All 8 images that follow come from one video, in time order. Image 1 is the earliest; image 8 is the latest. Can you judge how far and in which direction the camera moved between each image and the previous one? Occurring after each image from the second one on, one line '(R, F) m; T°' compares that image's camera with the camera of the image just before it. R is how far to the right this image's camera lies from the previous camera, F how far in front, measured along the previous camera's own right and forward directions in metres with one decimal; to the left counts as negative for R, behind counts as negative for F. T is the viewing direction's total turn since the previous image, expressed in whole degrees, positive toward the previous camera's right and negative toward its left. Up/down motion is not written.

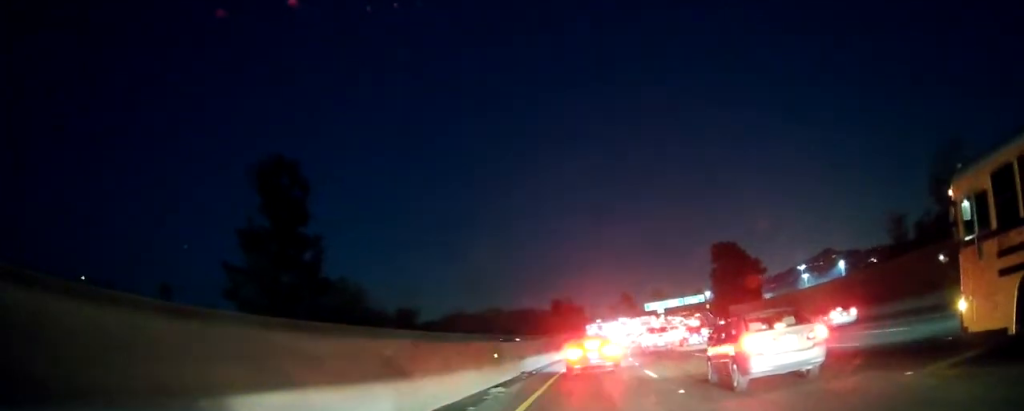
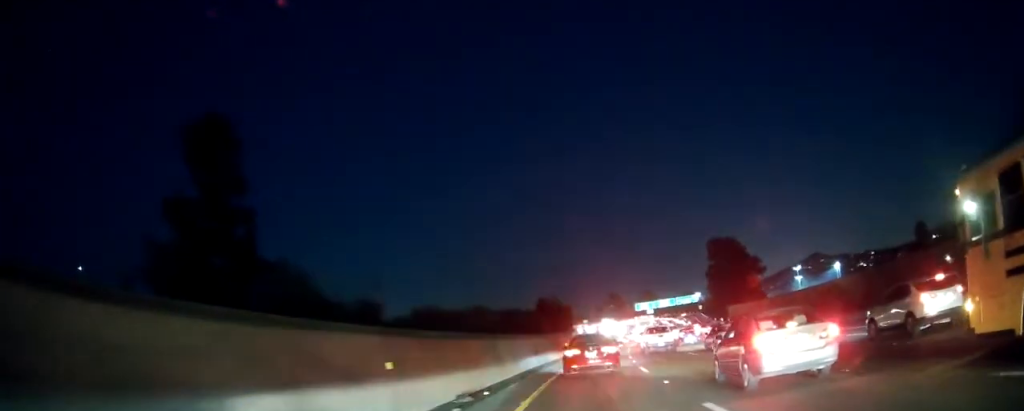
(-0.3, +11.6) m; -1°
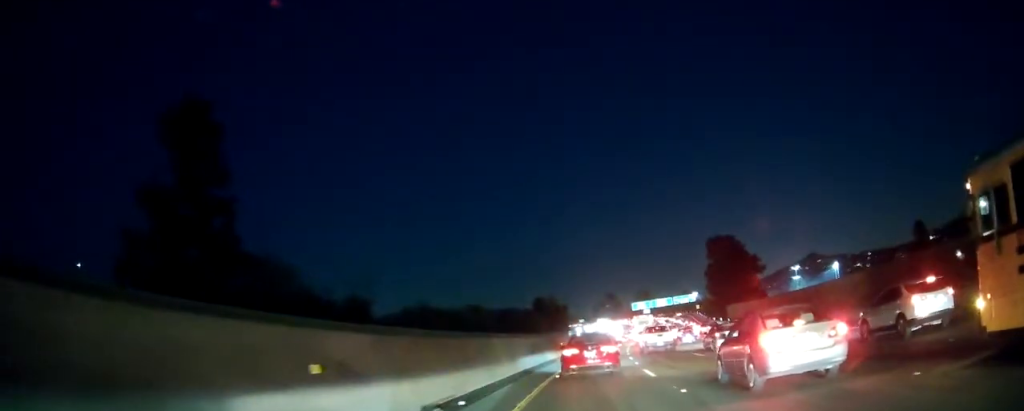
(0.0, +3.1) m; +1°
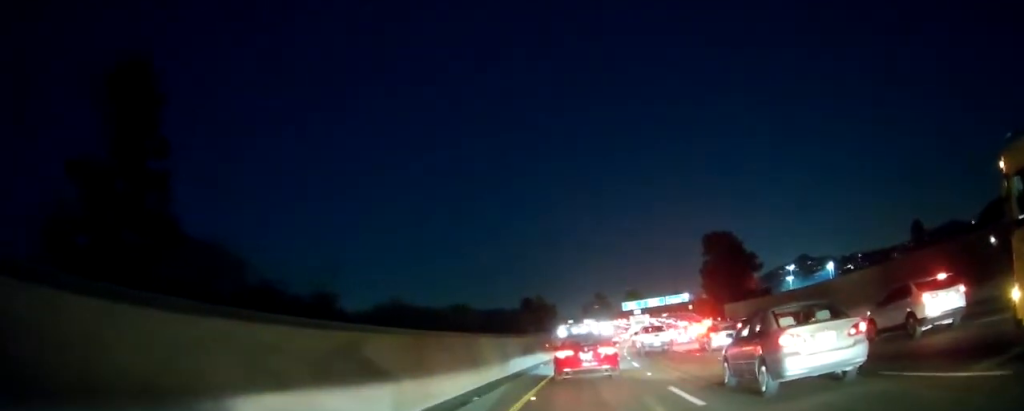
(+0.2, +8.0) m; +2°
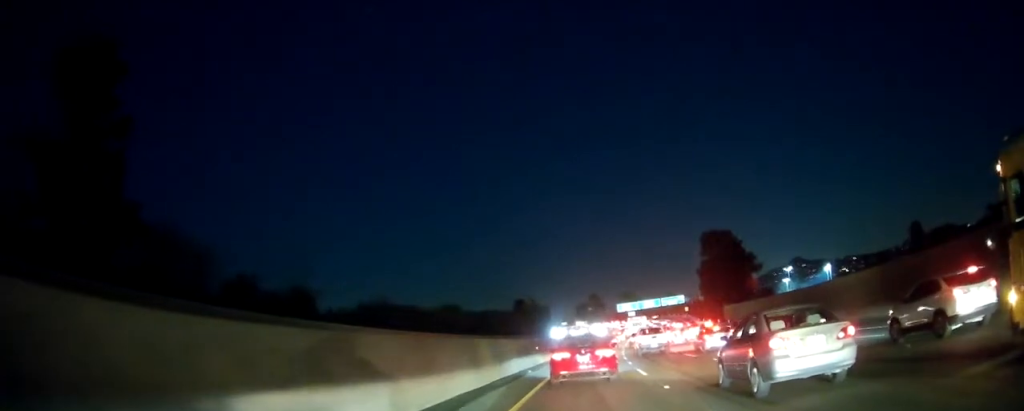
(0.0, +5.7) m; +1°
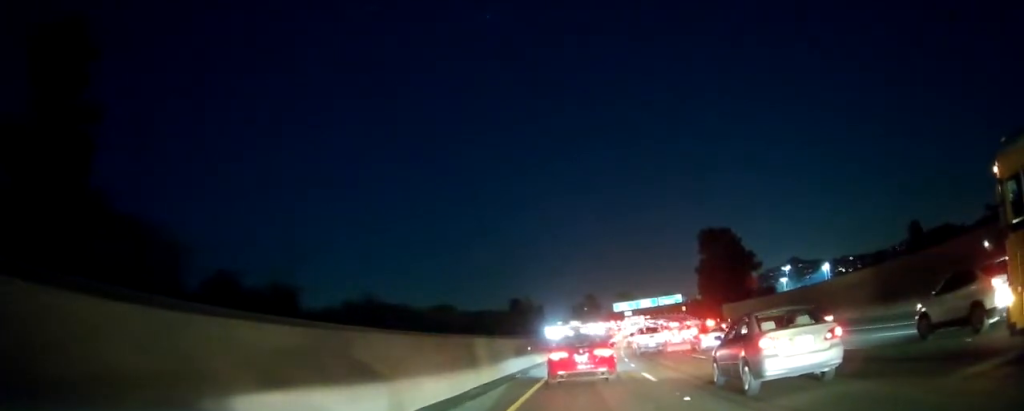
(0.0, +3.6) m; 0°
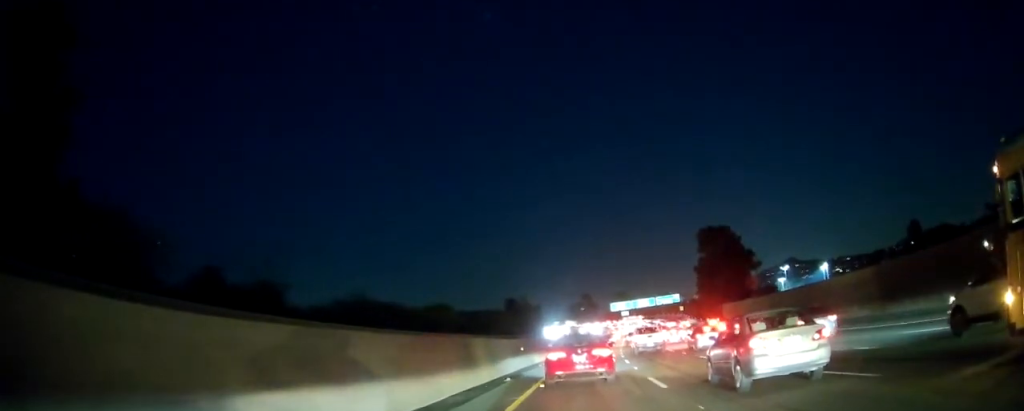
(0.0, +2.9) m; 0°
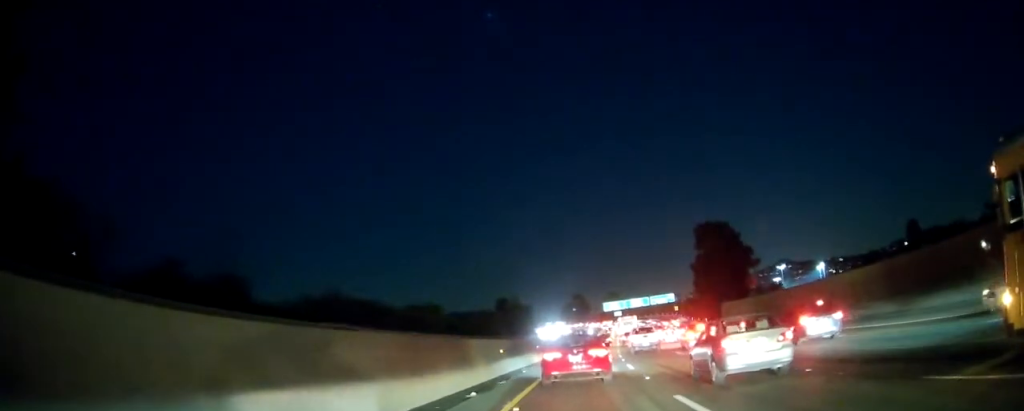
(+0.1, +6.1) m; +2°
